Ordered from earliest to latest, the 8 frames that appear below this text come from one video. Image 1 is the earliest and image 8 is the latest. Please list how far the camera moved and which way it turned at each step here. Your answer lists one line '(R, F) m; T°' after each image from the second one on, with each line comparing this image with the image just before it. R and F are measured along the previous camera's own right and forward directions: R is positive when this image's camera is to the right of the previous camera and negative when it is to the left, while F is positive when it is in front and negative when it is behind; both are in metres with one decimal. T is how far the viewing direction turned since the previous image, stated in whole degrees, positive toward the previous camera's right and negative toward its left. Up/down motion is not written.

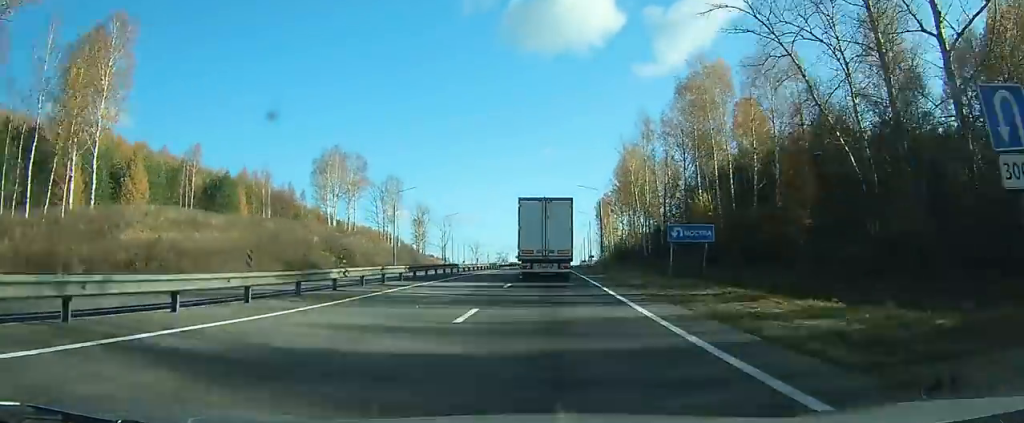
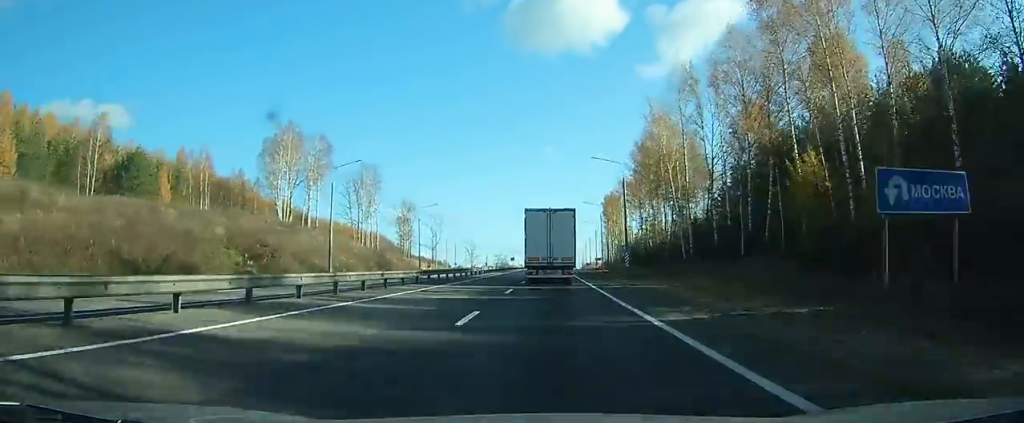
(0.0, +23.8) m; 0°
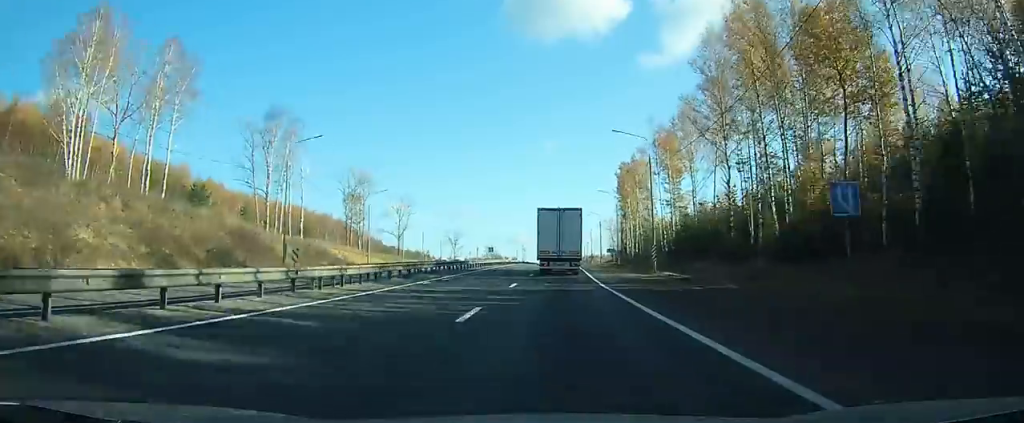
(+0.1, +50.2) m; +1°
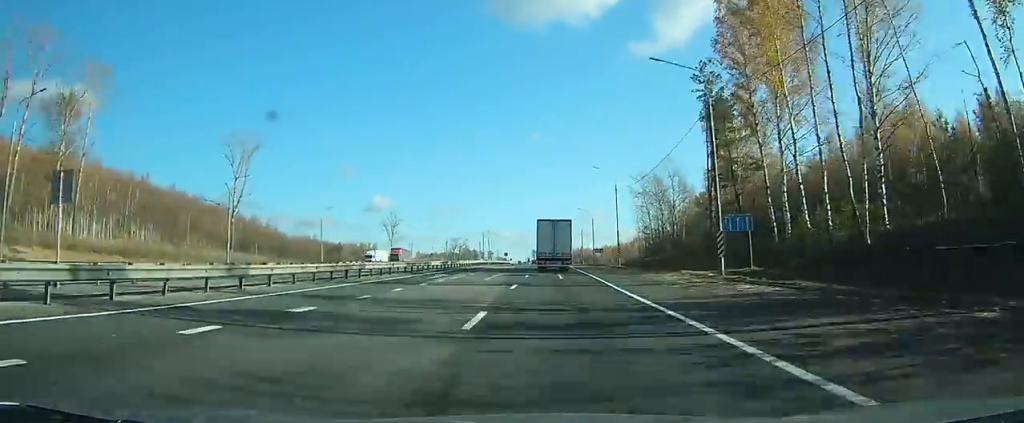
(+1.2, +98.0) m; +1°
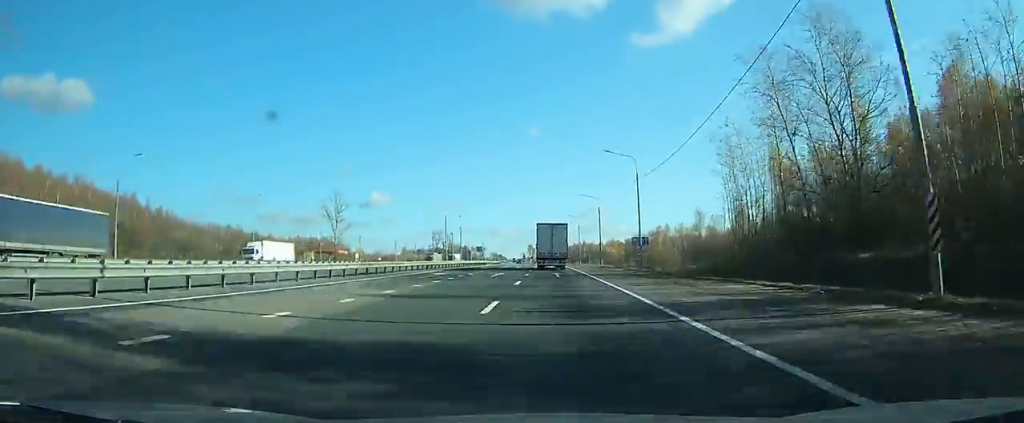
(+0.2, +55.0) m; 0°
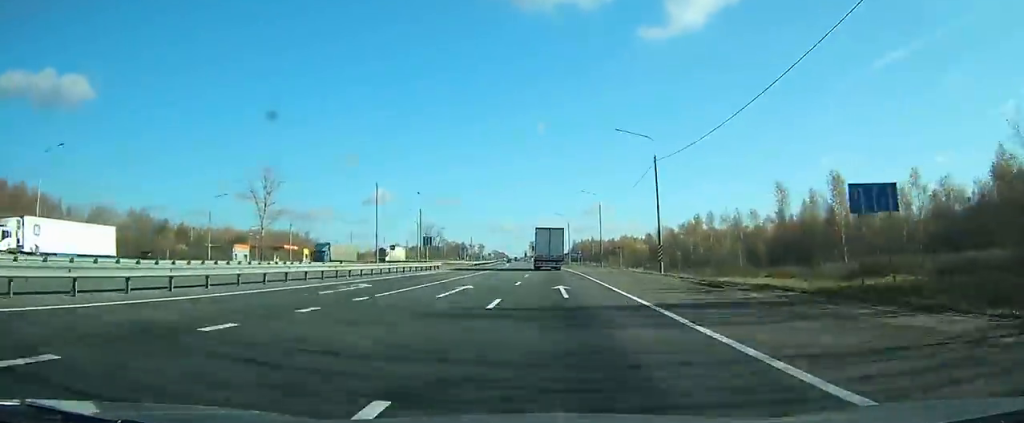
(0.0, +45.8) m; -1°
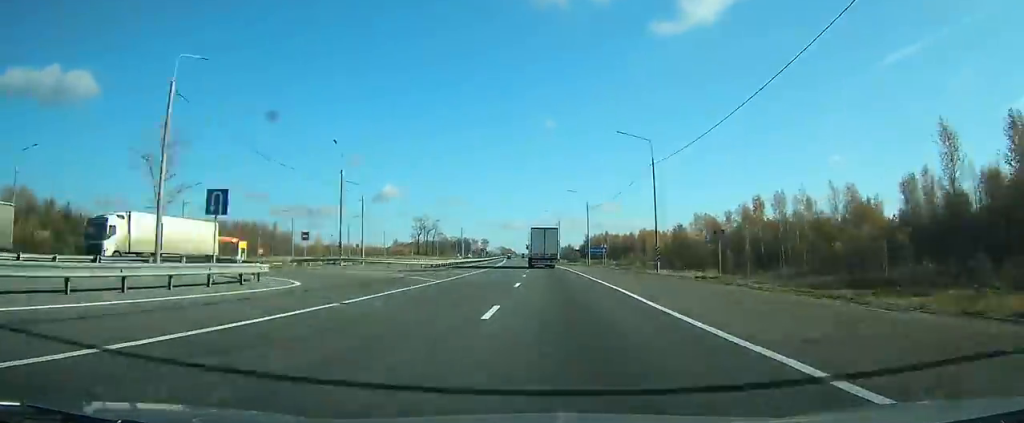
(-0.1, +39.7) m; -1°
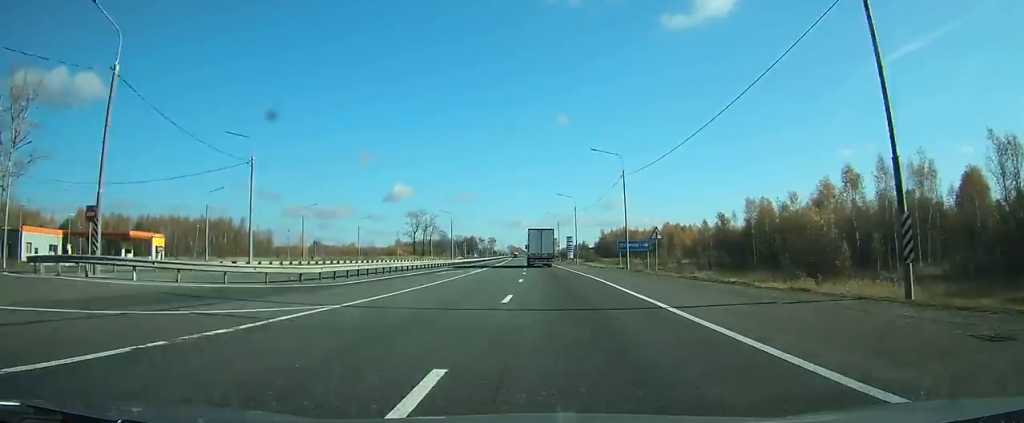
(-0.3, +33.0) m; -1°
